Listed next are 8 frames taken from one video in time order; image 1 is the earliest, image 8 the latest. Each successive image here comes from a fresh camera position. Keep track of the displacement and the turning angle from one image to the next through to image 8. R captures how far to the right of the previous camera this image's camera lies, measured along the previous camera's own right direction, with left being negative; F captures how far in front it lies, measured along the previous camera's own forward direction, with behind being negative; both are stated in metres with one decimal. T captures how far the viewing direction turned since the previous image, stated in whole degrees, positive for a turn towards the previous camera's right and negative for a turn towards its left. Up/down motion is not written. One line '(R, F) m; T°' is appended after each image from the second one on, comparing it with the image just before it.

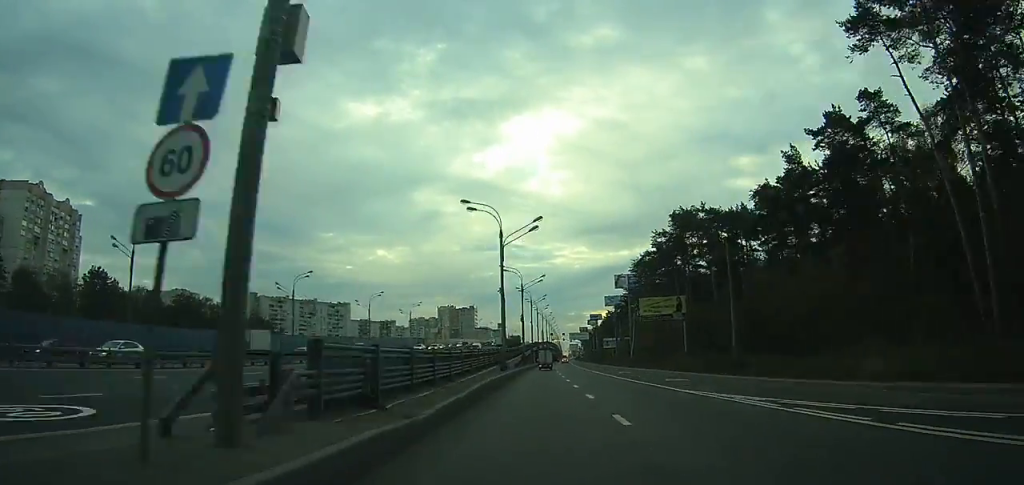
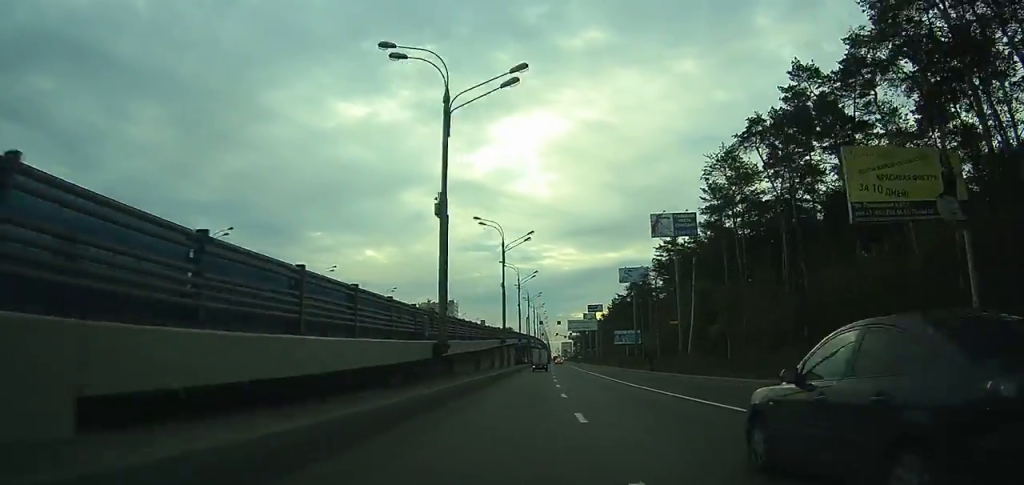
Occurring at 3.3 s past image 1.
(+0.2, +58.2) m; +1°
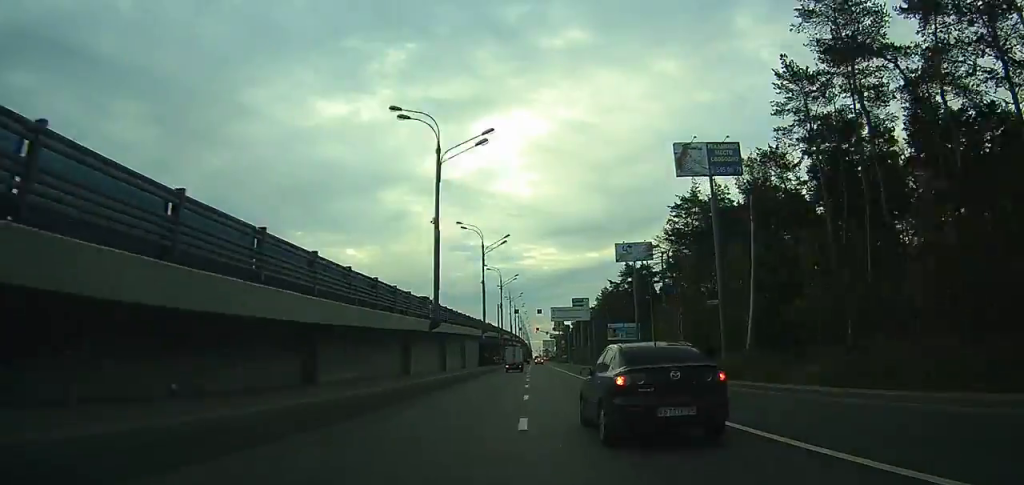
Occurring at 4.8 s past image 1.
(+0.3, +26.8) m; +1°
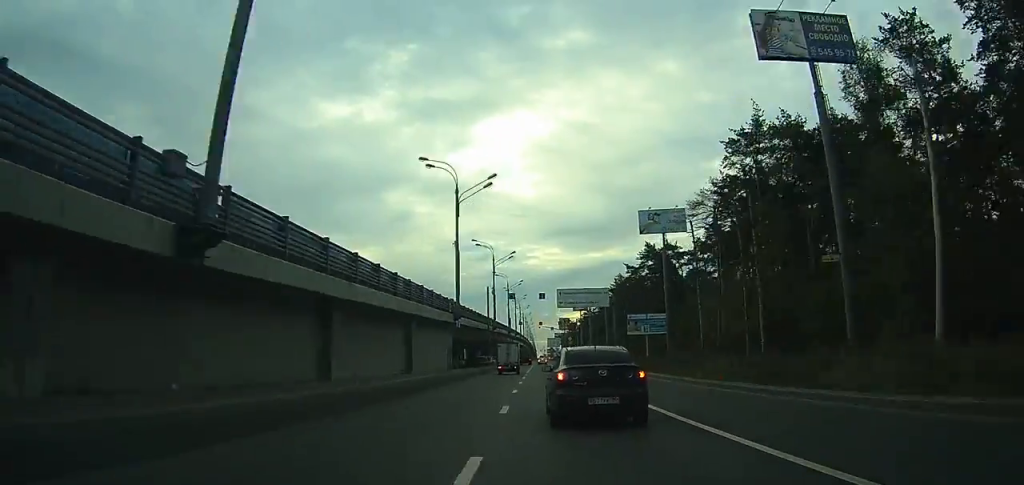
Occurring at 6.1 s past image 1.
(+0.3, +20.6) m; +1°
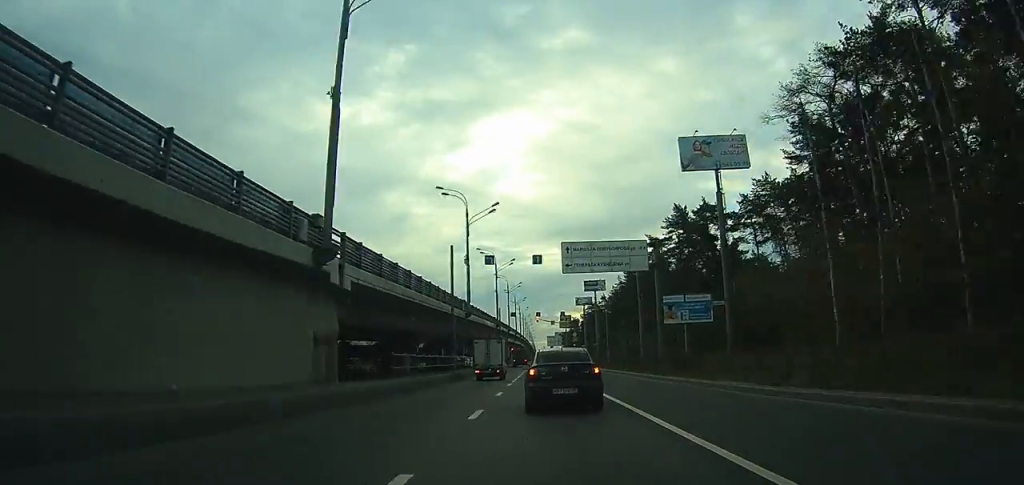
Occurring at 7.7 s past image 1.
(+0.2, +23.6) m; 0°
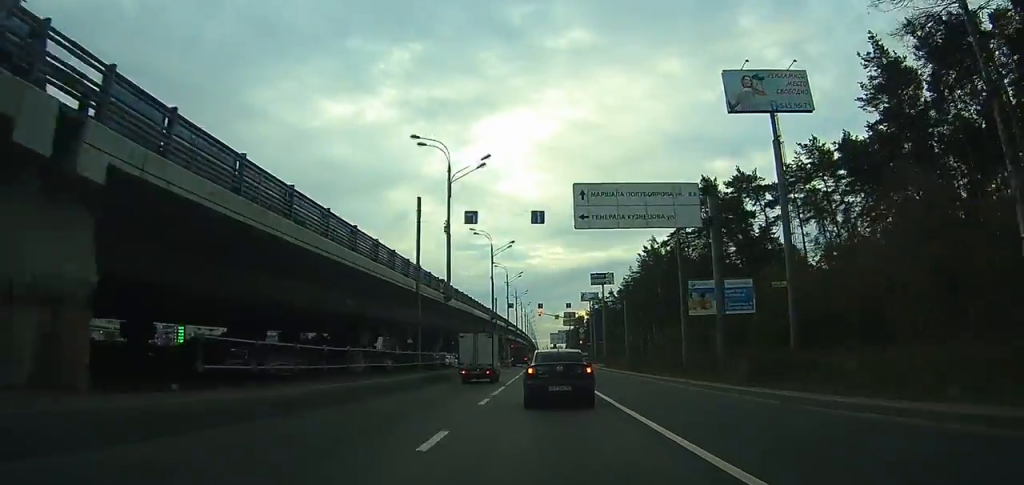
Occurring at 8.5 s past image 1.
(+0.1, +12.2) m; 0°
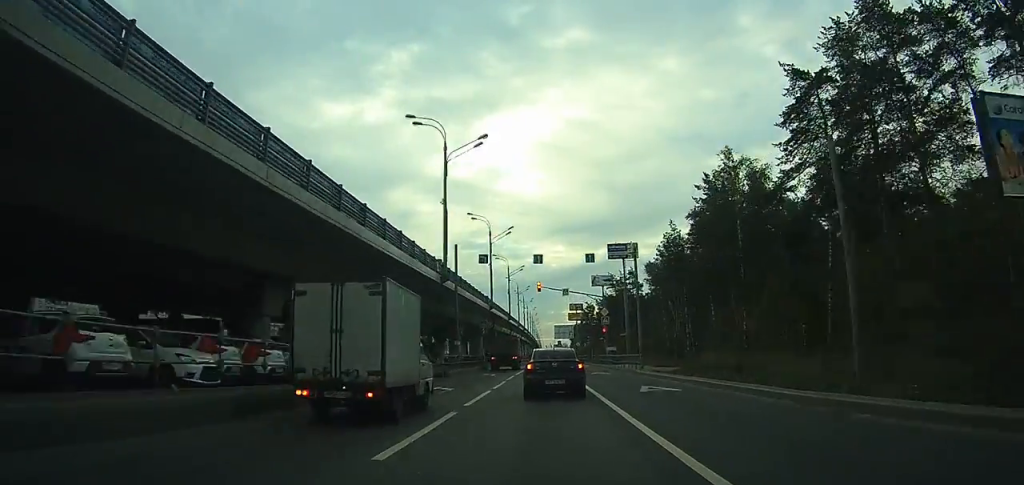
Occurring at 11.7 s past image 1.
(-0.6, +35.0) m; -2°
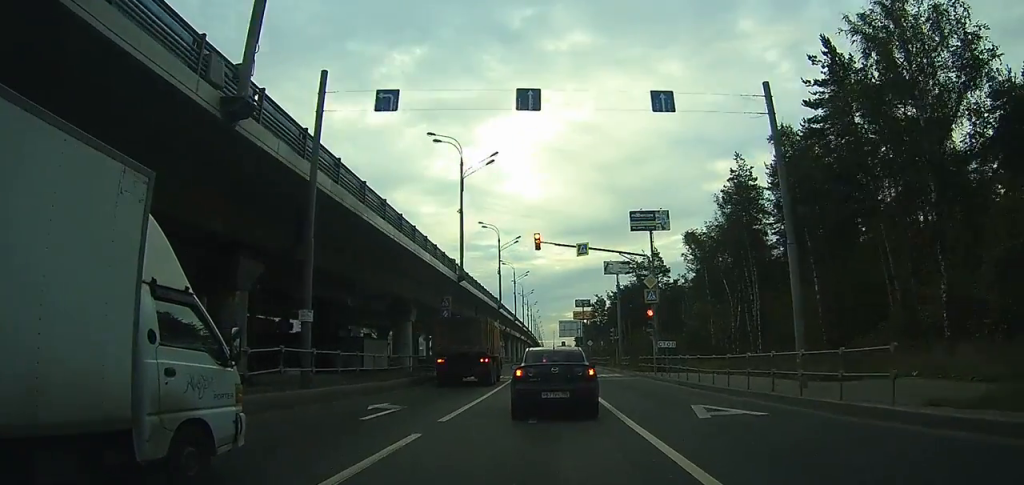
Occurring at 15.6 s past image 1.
(0.0, +28.9) m; +1°
